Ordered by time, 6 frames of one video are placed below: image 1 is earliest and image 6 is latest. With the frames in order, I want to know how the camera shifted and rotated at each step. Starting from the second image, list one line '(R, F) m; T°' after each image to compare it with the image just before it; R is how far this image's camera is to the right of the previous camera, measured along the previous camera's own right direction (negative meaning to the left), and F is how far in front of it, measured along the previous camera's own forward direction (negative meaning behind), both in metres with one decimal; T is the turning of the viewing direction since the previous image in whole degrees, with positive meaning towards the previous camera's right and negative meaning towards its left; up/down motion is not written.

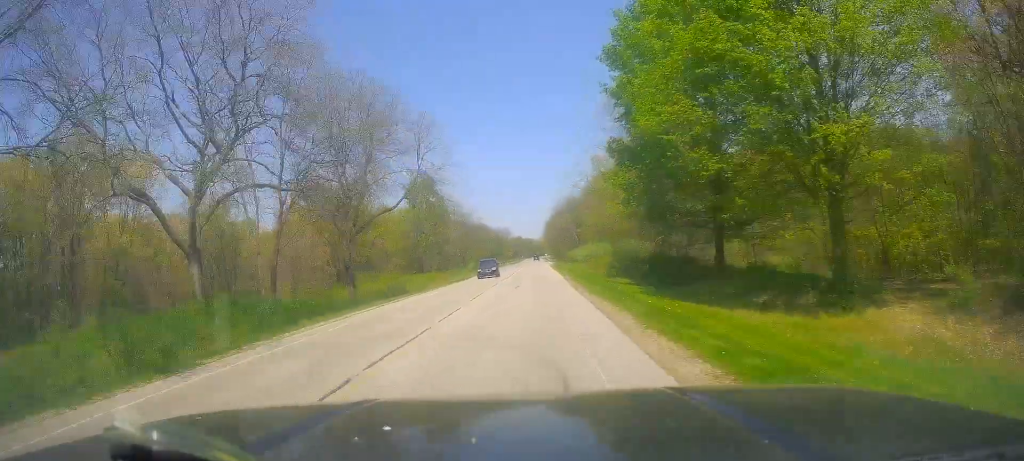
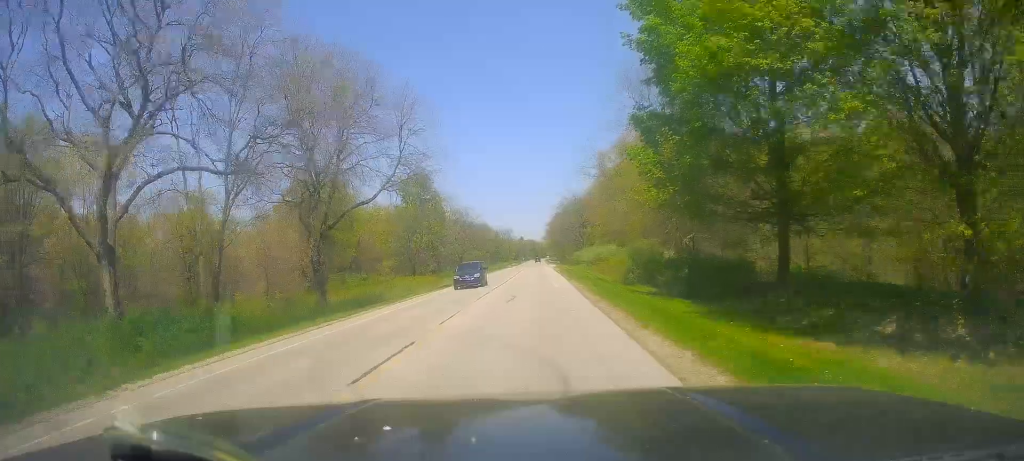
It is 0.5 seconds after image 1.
(+0.2, +7.9) m; +2°
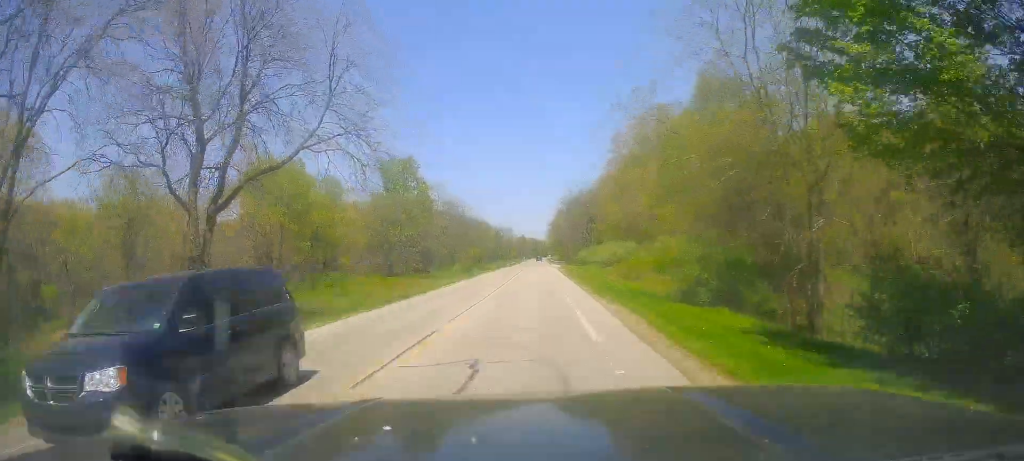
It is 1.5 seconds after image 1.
(+0.4, +16.3) m; -2°
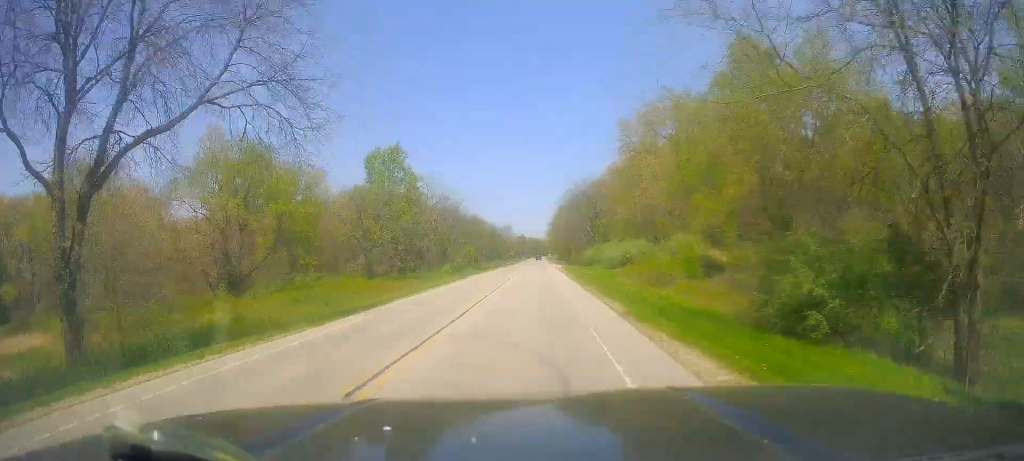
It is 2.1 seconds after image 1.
(-0.5, +9.4) m; -1°
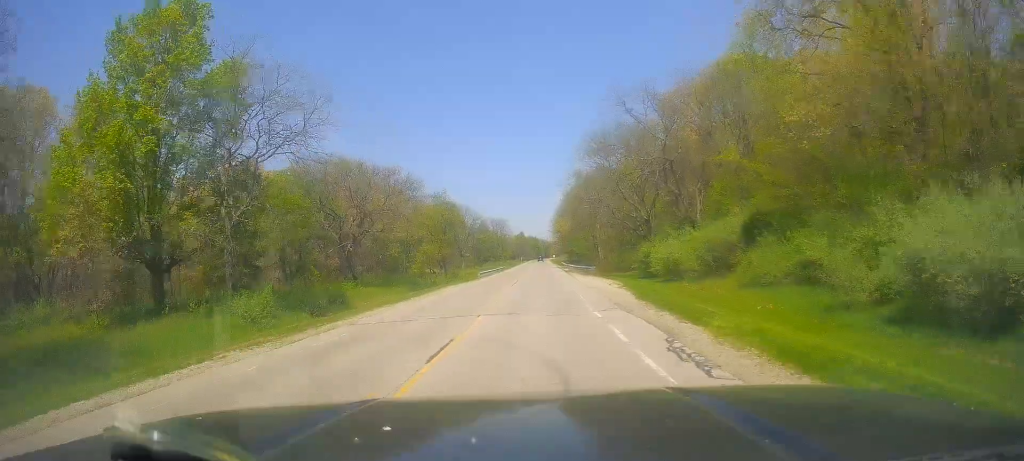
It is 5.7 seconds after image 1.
(+1.3, +57.1) m; +3°
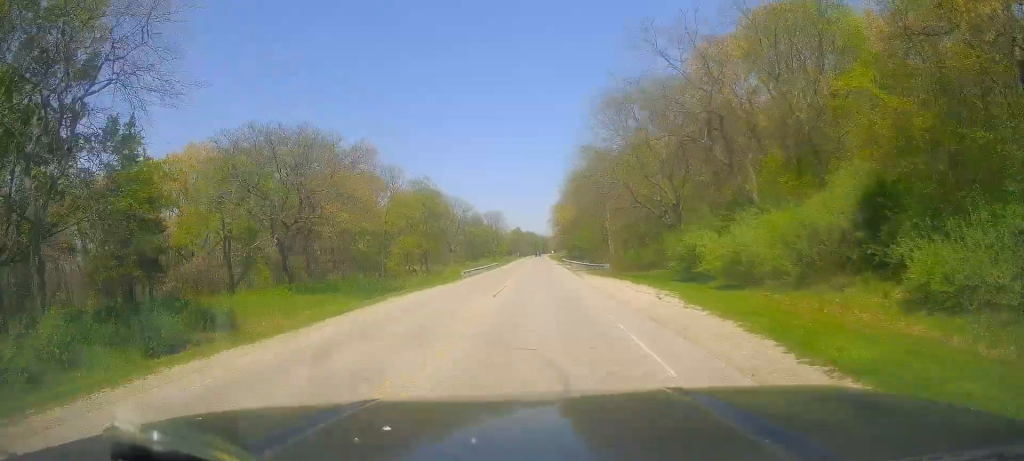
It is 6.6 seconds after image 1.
(+0.1, +14.2) m; 0°
